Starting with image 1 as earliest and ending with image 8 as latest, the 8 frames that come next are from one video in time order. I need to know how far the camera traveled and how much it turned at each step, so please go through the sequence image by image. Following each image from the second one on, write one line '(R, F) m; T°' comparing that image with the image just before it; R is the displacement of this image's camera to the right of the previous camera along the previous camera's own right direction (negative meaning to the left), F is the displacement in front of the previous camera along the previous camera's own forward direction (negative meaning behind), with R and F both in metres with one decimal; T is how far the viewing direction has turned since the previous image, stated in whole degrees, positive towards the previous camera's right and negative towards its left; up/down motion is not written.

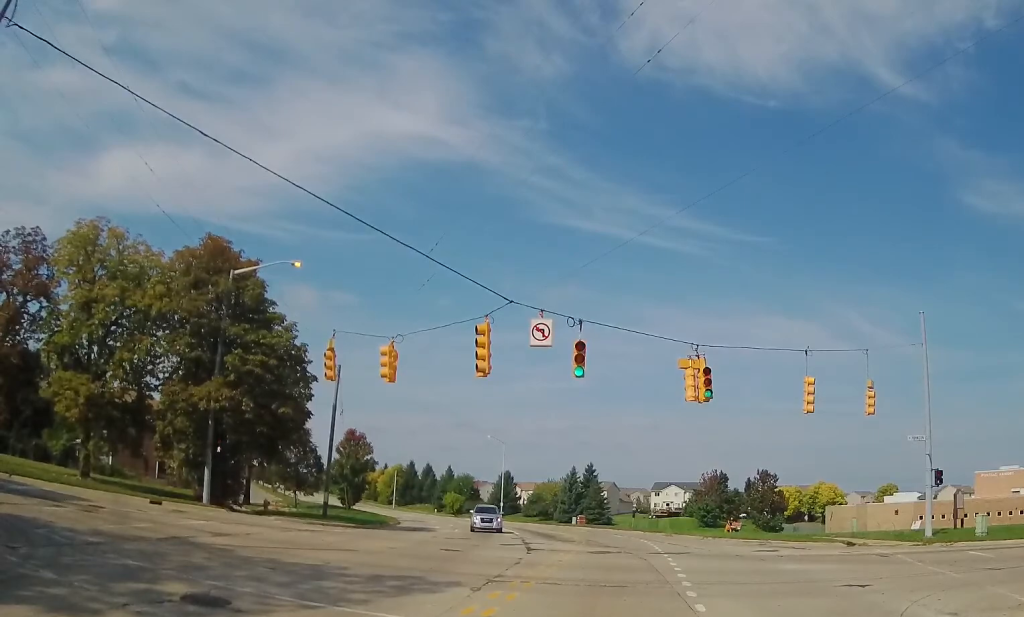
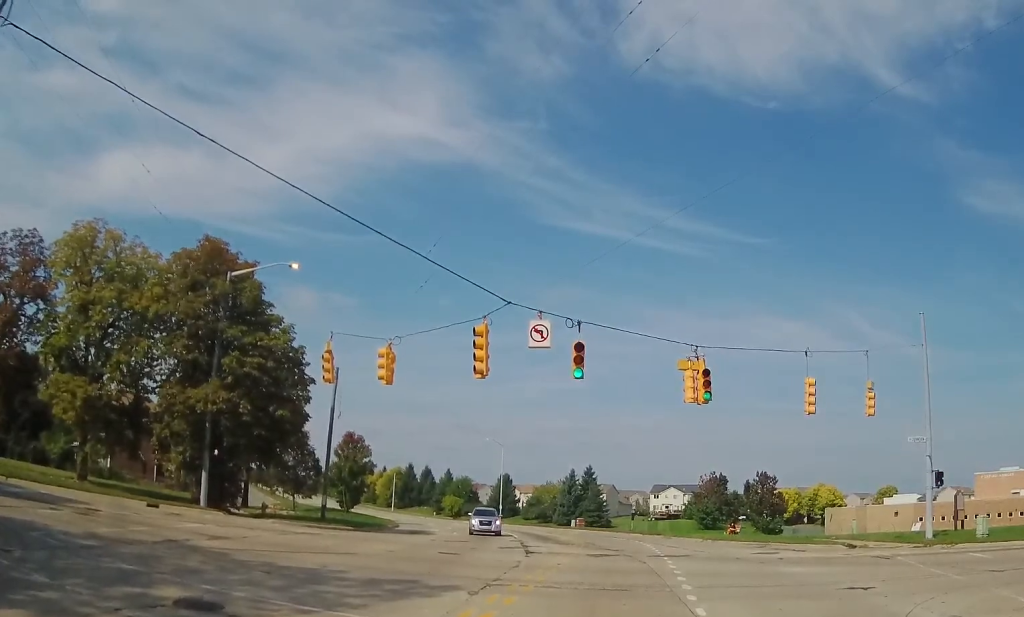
(0.0, 0.0) m; 0°
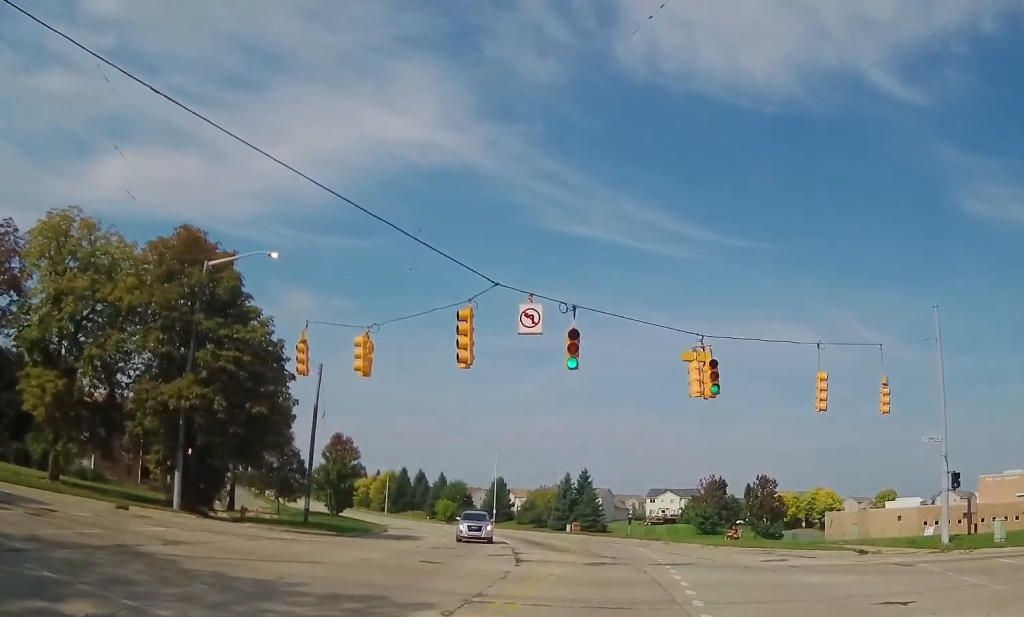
(+0.1, +0.6) m; 0°
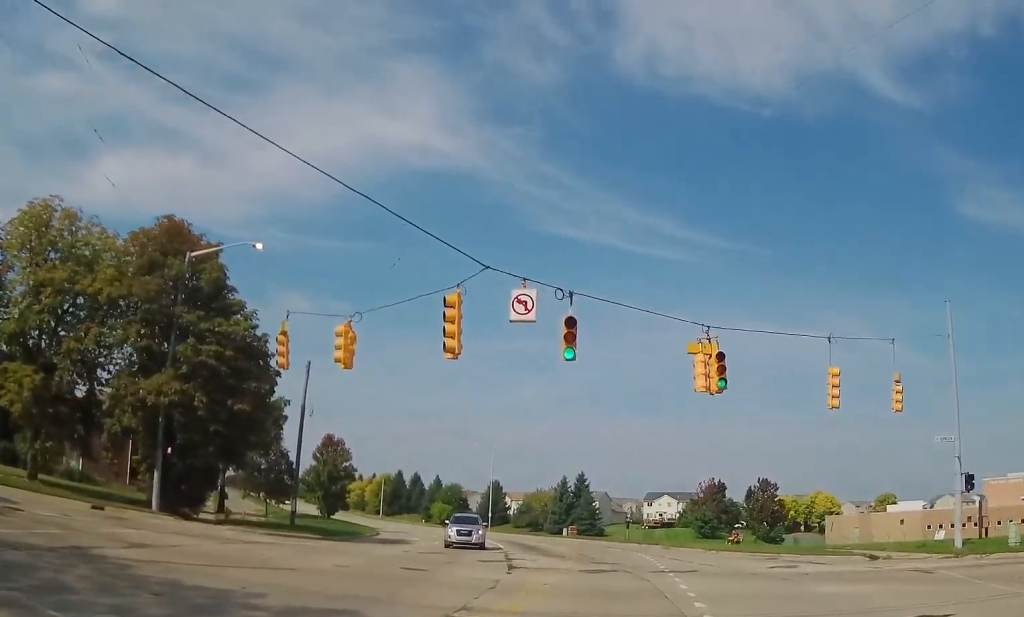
(0.0, +0.9) m; 0°
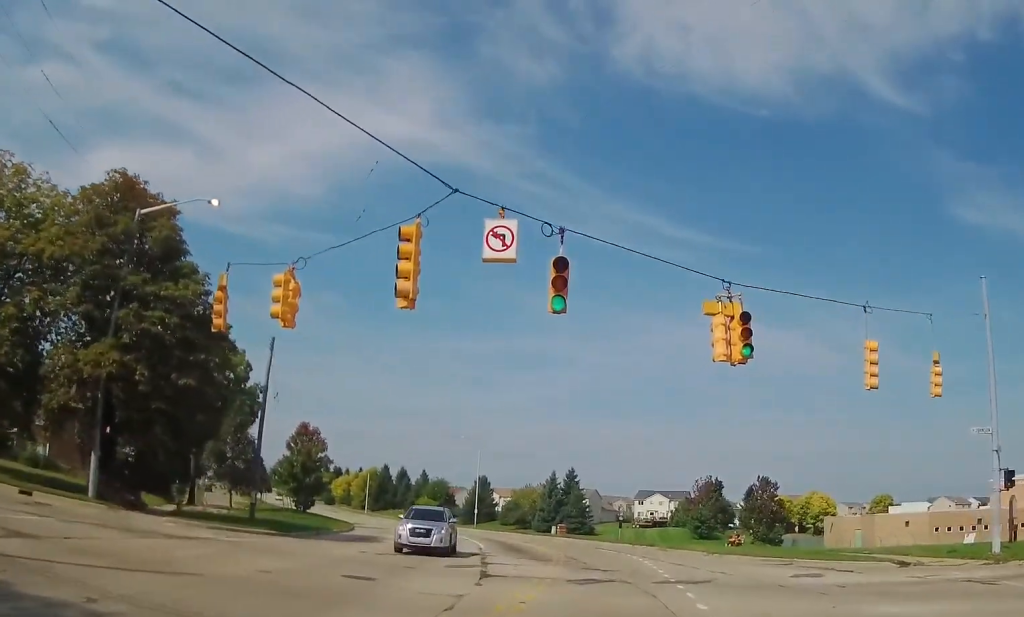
(-0.1, +3.7) m; -1°
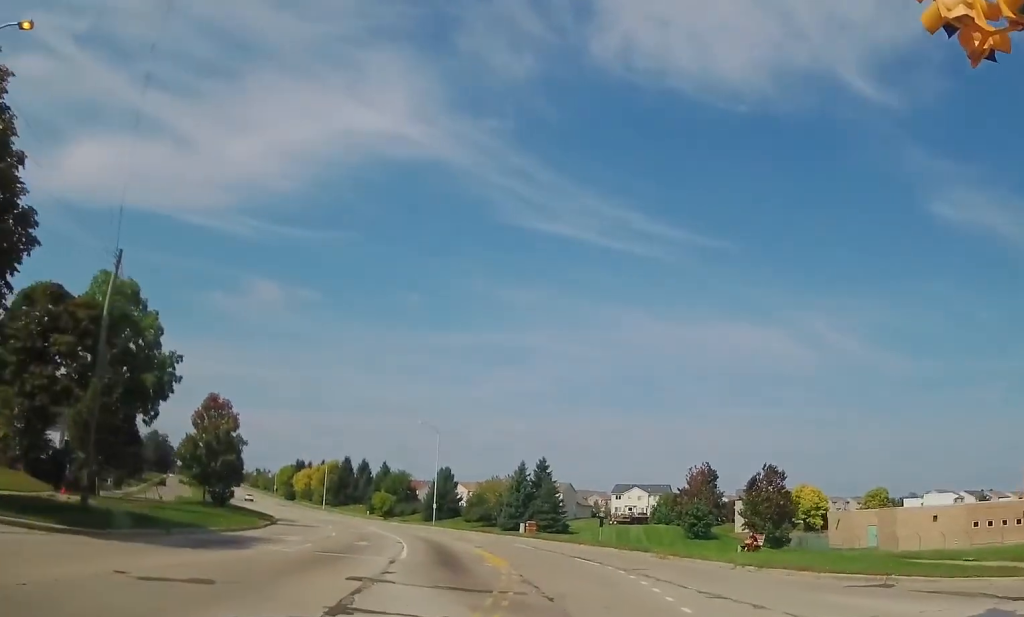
(0.0, +10.7) m; -1°
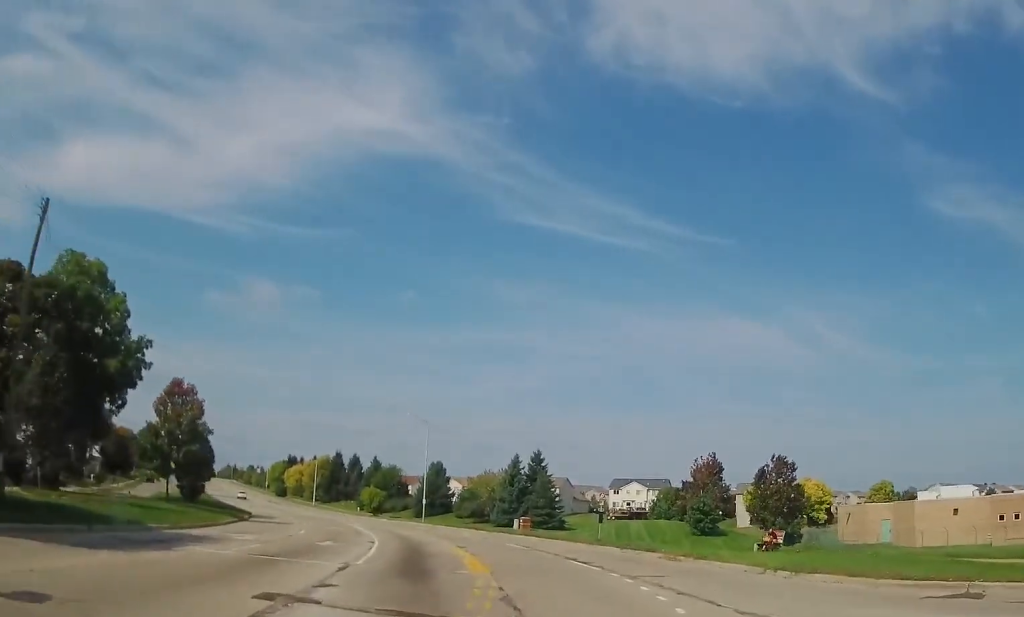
(0.0, +4.2) m; -1°
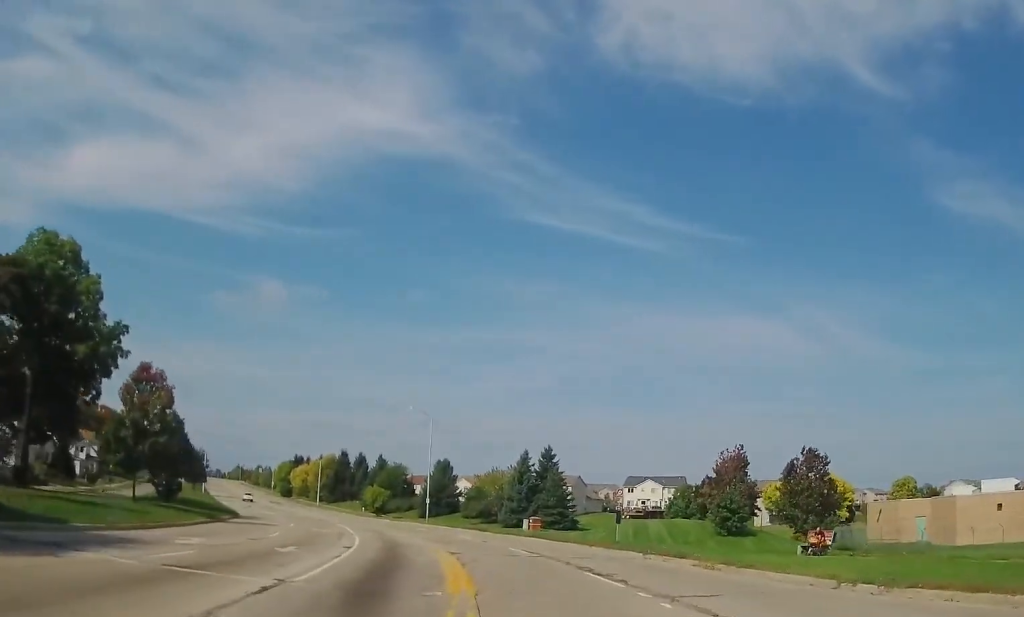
(0.0, +4.7) m; -1°
